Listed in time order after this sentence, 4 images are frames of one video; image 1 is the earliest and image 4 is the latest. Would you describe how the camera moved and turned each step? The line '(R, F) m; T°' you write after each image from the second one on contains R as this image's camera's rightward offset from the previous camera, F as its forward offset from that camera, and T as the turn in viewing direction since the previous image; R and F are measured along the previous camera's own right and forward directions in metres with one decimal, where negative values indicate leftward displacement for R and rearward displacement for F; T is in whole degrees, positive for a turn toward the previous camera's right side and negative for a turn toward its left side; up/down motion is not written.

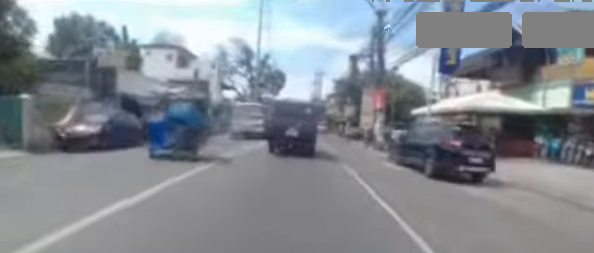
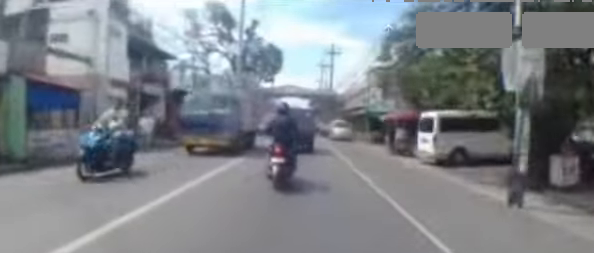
(+0.3, +19.9) m; -2°
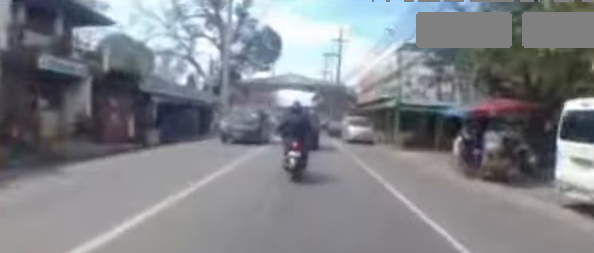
(+0.1, +7.9) m; +1°
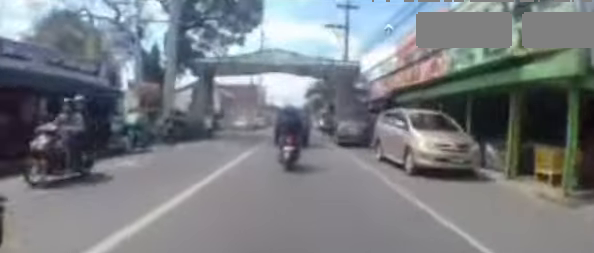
(-0.2, +13.0) m; -1°
